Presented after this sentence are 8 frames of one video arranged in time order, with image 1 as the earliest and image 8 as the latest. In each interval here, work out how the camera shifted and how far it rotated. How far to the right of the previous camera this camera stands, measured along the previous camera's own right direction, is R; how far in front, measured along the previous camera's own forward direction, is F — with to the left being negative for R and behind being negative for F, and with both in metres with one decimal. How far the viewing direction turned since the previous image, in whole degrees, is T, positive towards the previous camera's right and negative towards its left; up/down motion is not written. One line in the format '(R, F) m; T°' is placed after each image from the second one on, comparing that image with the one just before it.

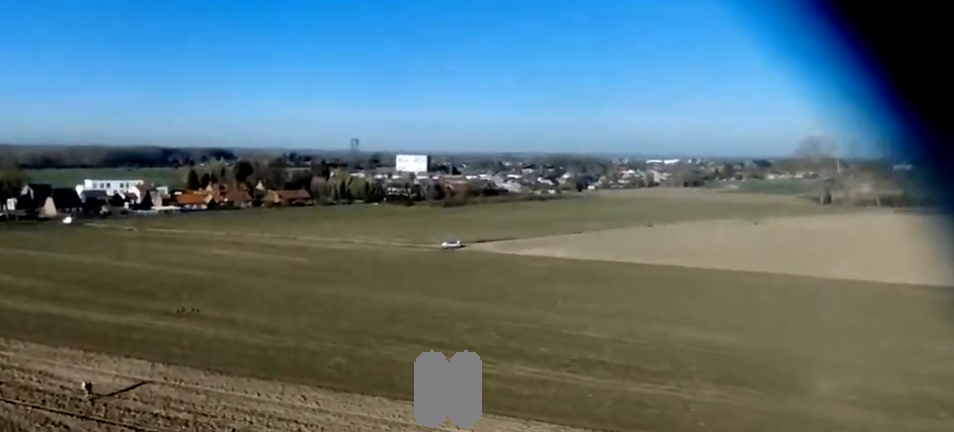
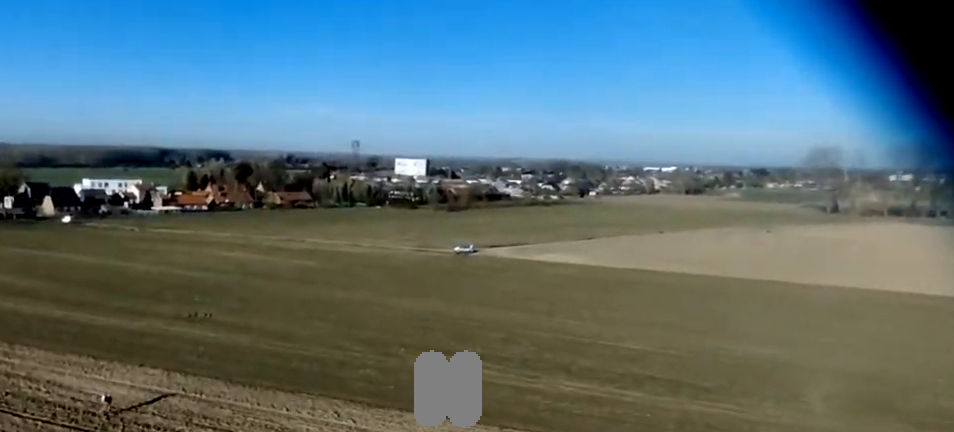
(0.0, +5.3) m; 0°
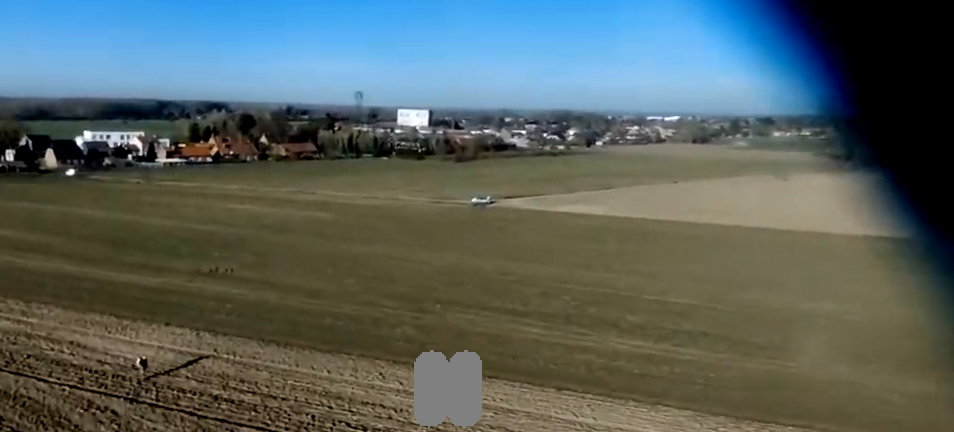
(0.0, +5.3) m; 0°
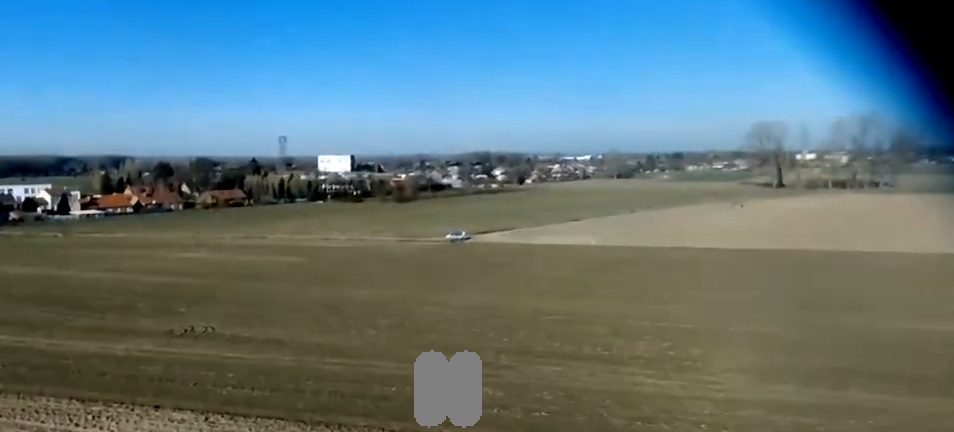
(+0.9, +19.9) m; +7°
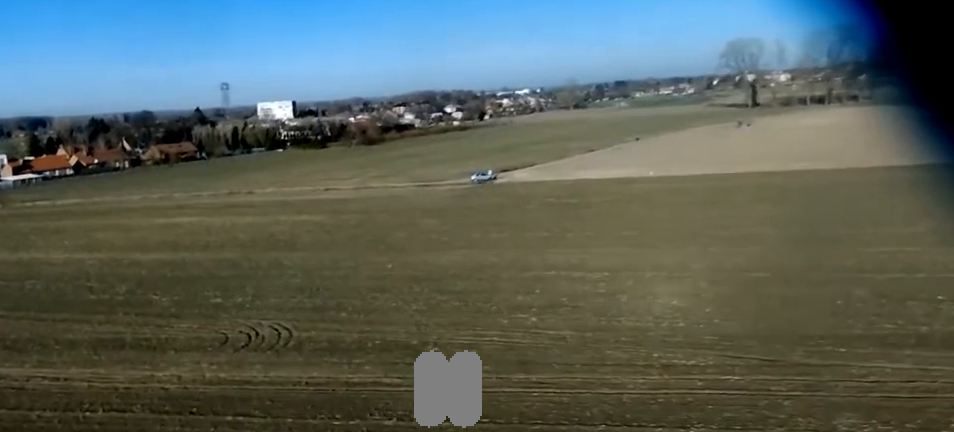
(+2.7, +25.2) m; +9°
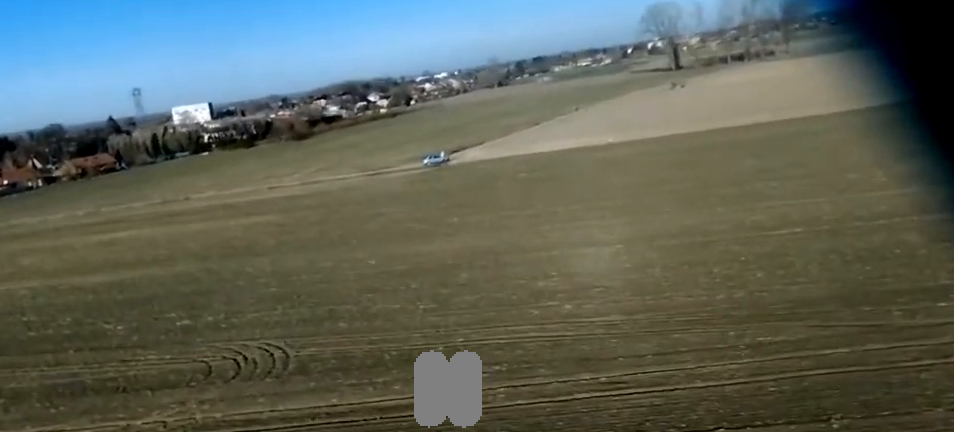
(-0.1, +8.1) m; +2°
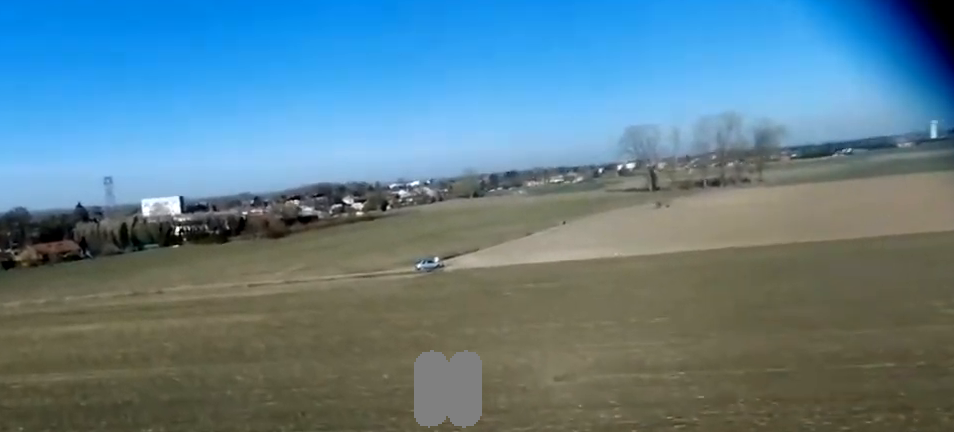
(0.0, +7.6) m; +3°
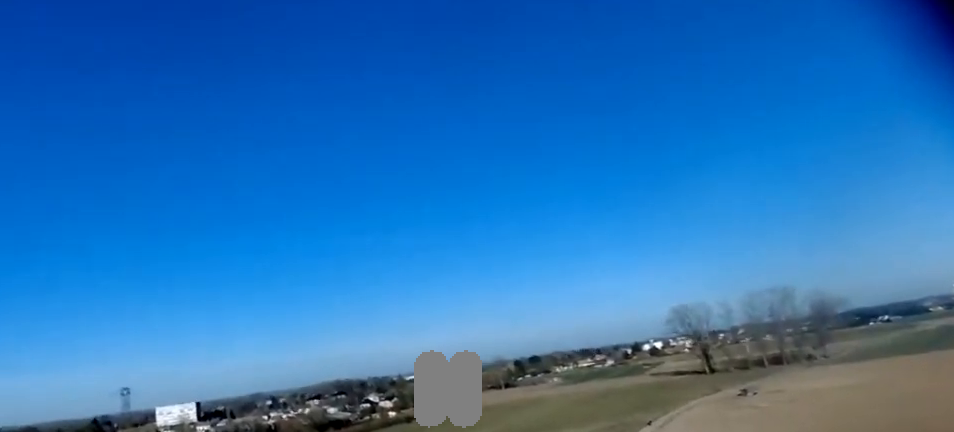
(+1.5, +18.4) m; +7°
